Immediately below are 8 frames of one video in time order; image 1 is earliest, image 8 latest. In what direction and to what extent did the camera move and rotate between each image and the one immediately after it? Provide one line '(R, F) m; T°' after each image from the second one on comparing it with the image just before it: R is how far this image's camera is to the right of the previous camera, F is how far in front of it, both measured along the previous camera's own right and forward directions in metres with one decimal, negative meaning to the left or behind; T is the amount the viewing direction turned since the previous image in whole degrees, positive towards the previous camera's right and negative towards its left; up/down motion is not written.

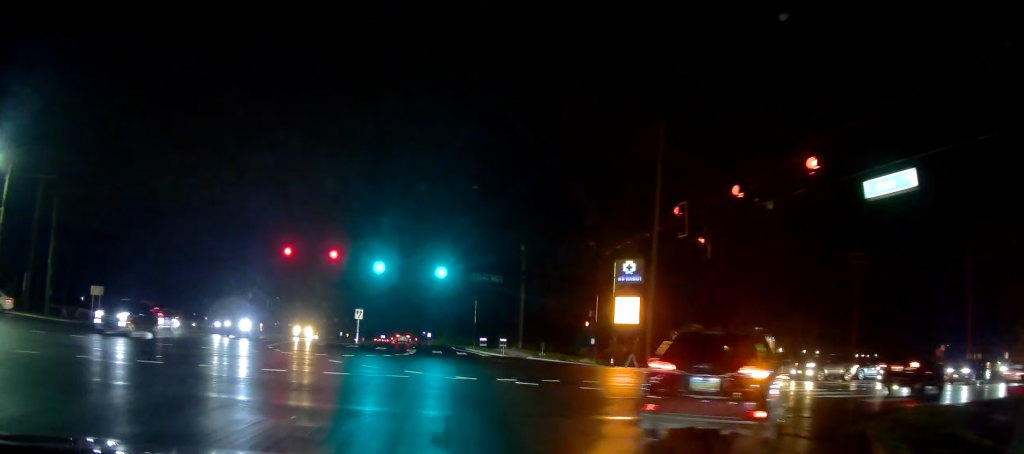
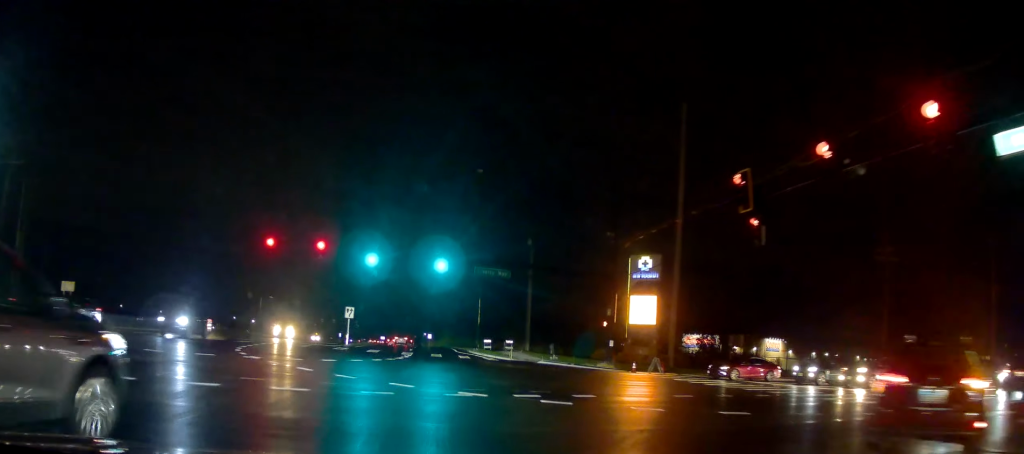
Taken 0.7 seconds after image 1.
(0.0, +5.0) m; 0°
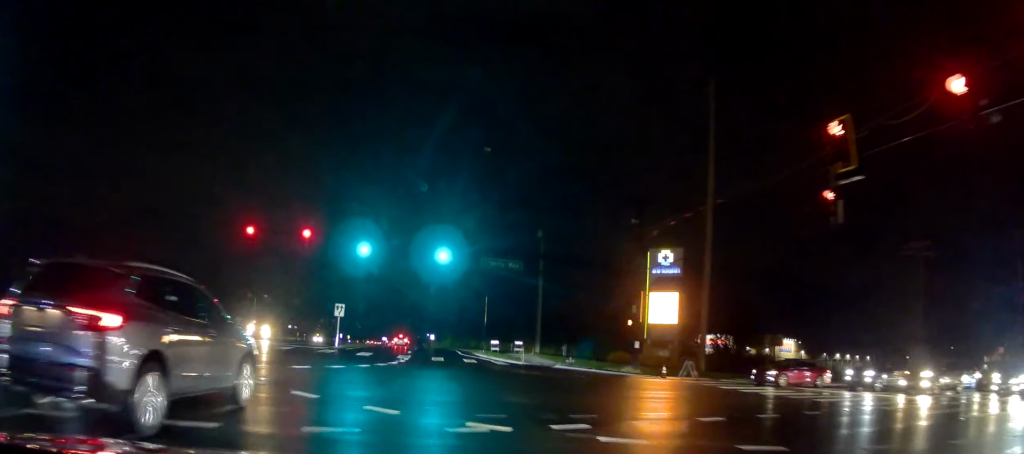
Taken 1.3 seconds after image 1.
(0.0, +4.8) m; 0°
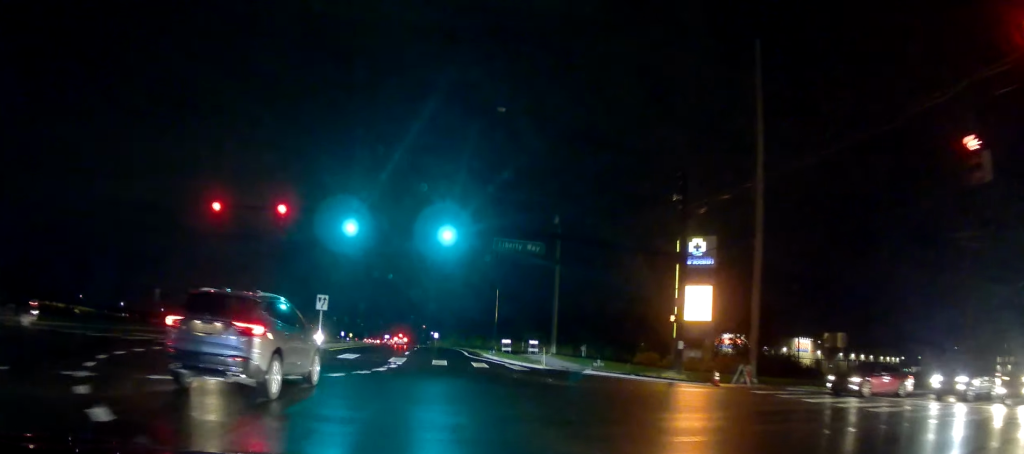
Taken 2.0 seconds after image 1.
(0.0, +5.9) m; 0°
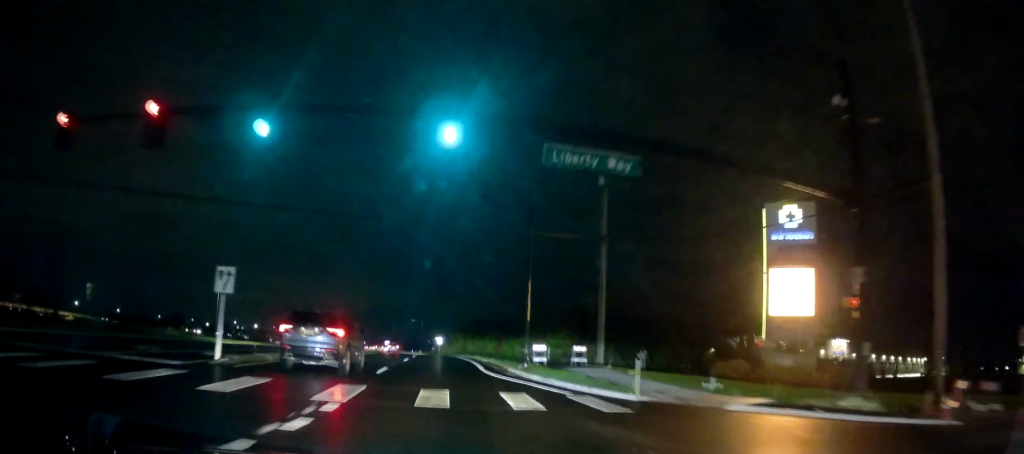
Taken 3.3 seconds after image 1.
(0.0, +13.0) m; 0°
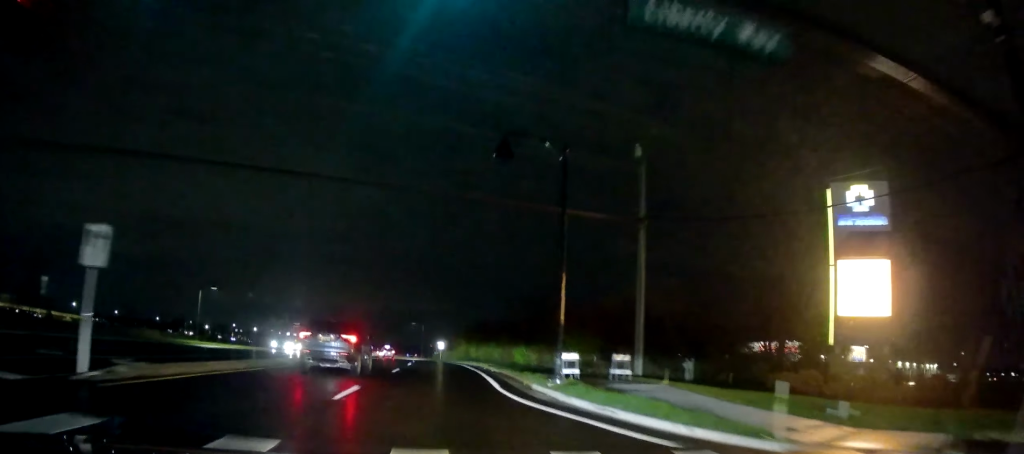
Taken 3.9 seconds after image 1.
(0.0, +6.8) m; -1°
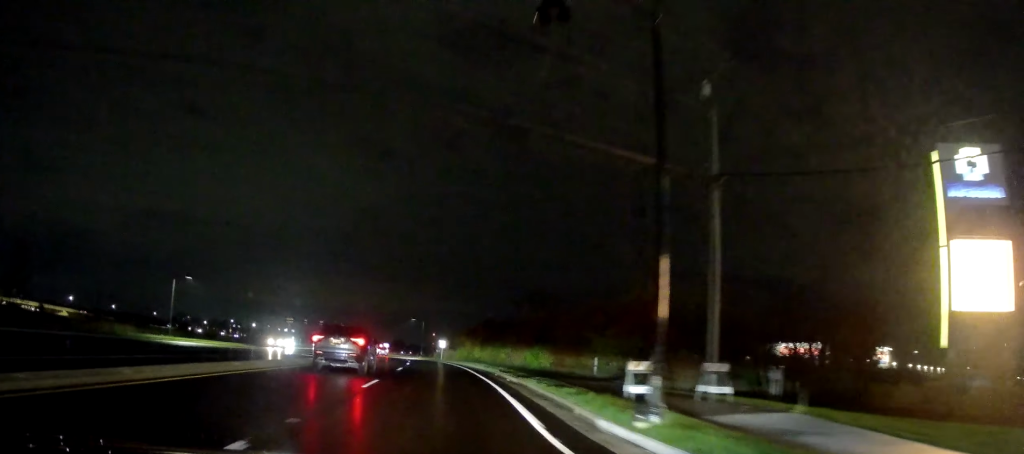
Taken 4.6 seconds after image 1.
(0.0, +7.9) m; -1°
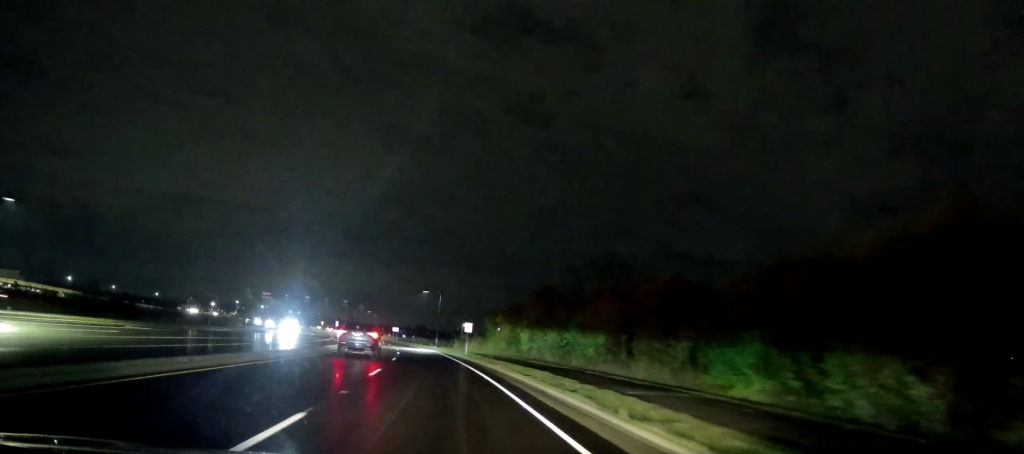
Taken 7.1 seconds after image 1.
(-0.1, +33.6) m; -2°
